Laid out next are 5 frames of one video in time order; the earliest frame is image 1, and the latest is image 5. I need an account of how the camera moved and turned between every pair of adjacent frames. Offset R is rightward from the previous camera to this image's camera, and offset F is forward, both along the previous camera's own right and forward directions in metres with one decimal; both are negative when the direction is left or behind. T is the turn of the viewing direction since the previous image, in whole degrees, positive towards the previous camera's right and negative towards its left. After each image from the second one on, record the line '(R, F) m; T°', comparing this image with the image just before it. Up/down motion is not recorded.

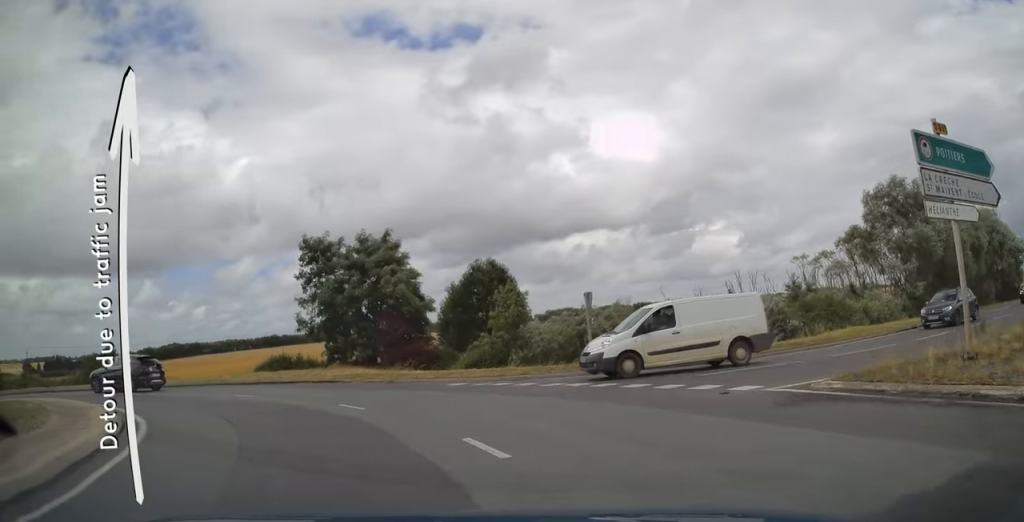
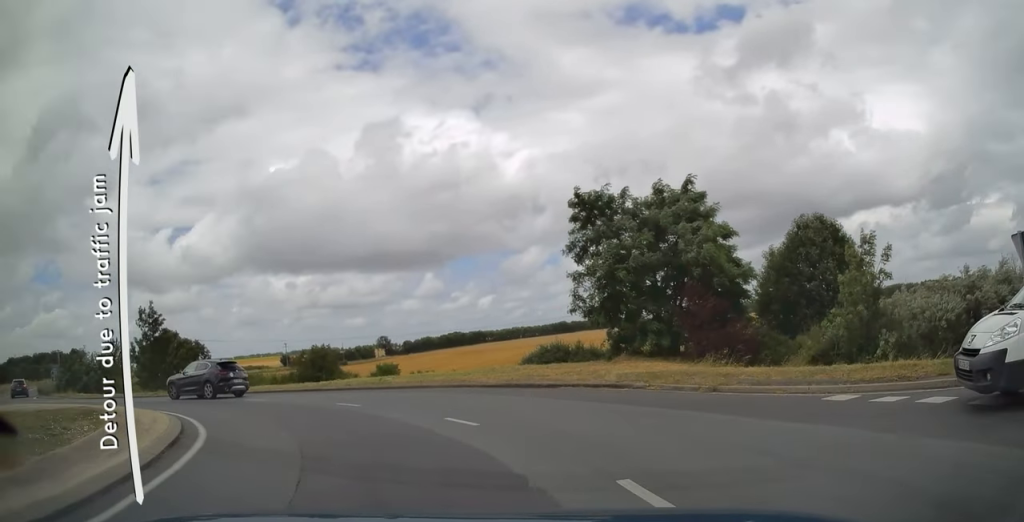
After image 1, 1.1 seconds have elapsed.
(-2.0, +8.6) m; -27°
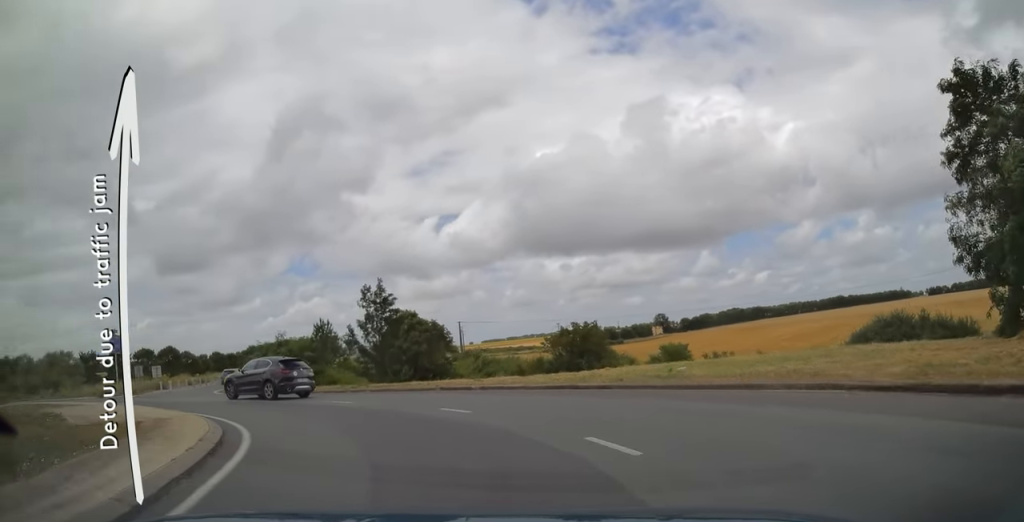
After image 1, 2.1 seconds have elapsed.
(-2.1, +8.7) m; -27°
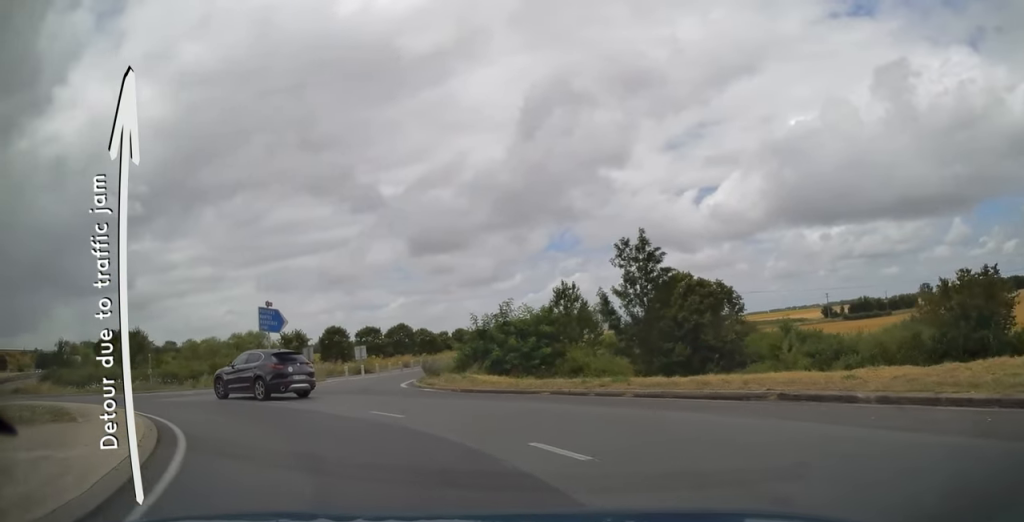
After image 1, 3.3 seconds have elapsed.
(-2.6, +10.8) m; -24°
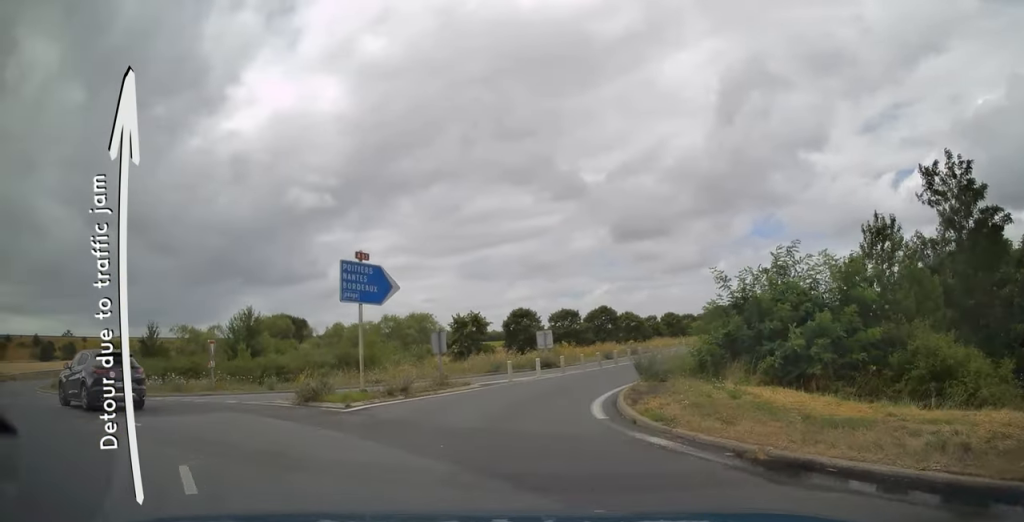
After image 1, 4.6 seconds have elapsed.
(-2.7, +12.8) m; -21°
